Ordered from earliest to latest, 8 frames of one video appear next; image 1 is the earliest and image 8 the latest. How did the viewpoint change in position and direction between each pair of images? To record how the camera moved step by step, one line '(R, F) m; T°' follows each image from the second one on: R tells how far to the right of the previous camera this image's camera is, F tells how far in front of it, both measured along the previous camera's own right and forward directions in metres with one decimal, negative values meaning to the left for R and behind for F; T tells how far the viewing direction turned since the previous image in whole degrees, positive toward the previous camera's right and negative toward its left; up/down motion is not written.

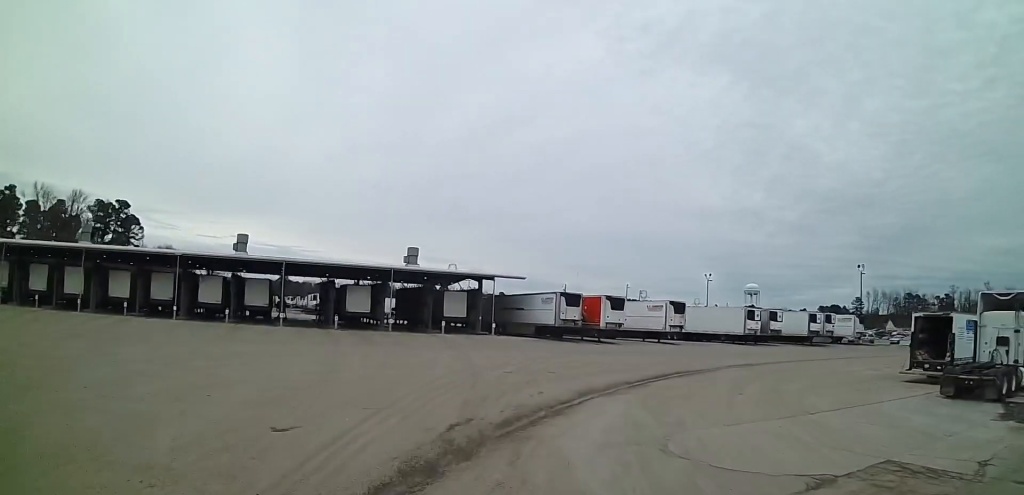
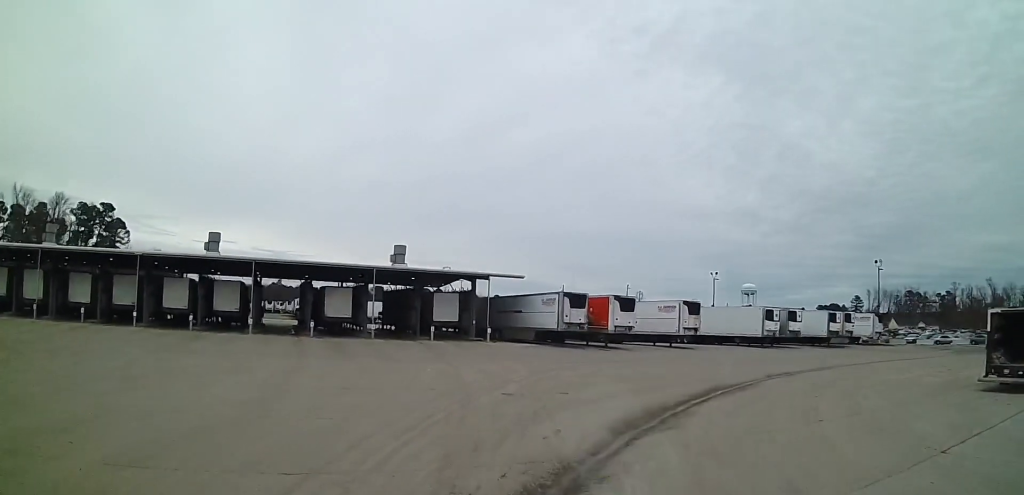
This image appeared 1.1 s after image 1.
(-0.5, +6.2) m; -5°
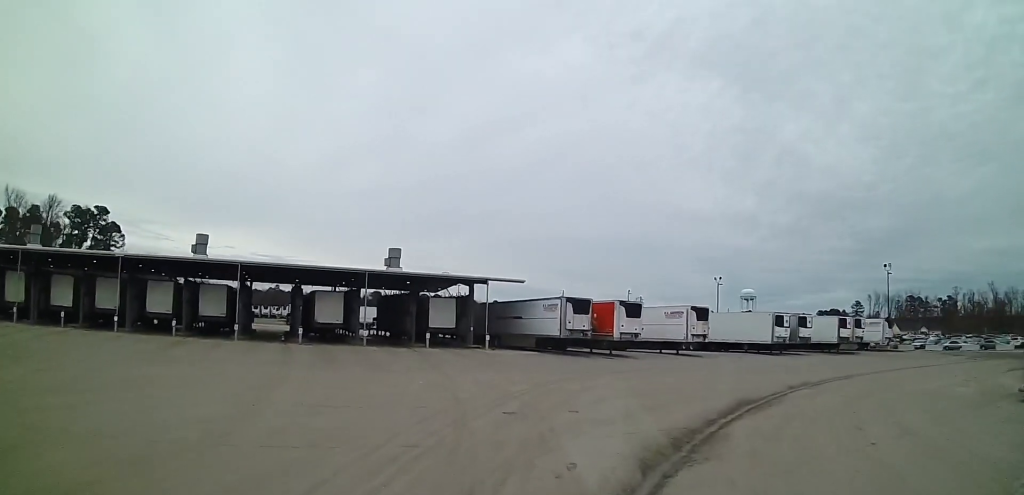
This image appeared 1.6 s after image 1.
(0.0, +2.7) m; -1°
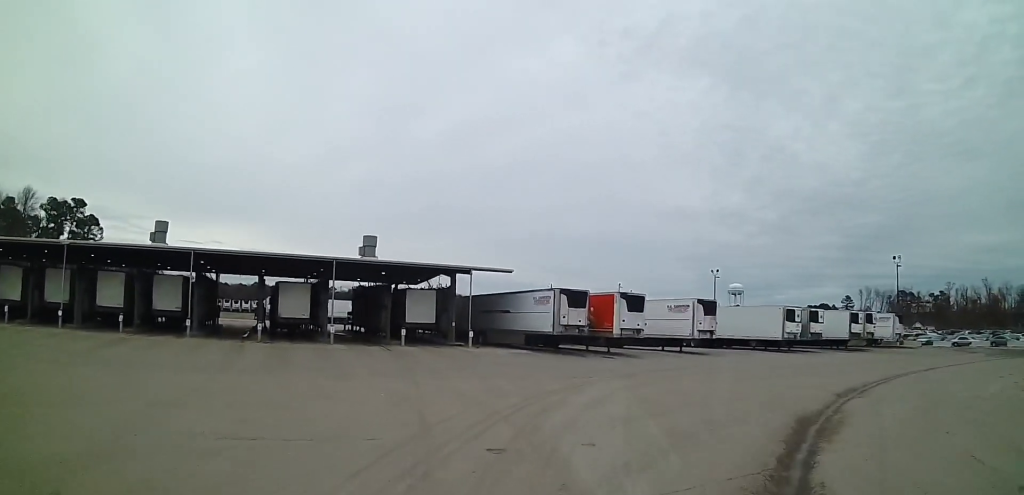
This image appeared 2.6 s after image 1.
(-0.1, +5.2) m; +1°
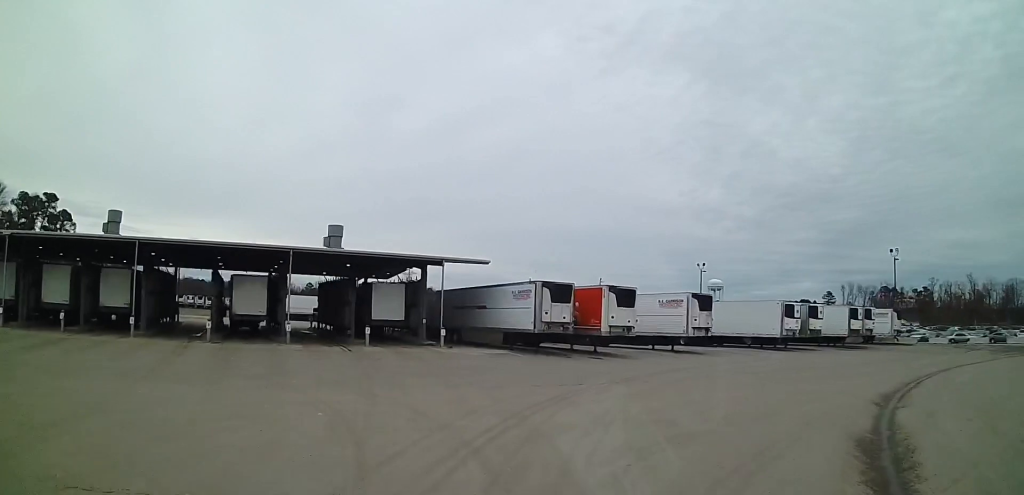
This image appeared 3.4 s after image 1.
(+0.1, +4.1) m; +4°
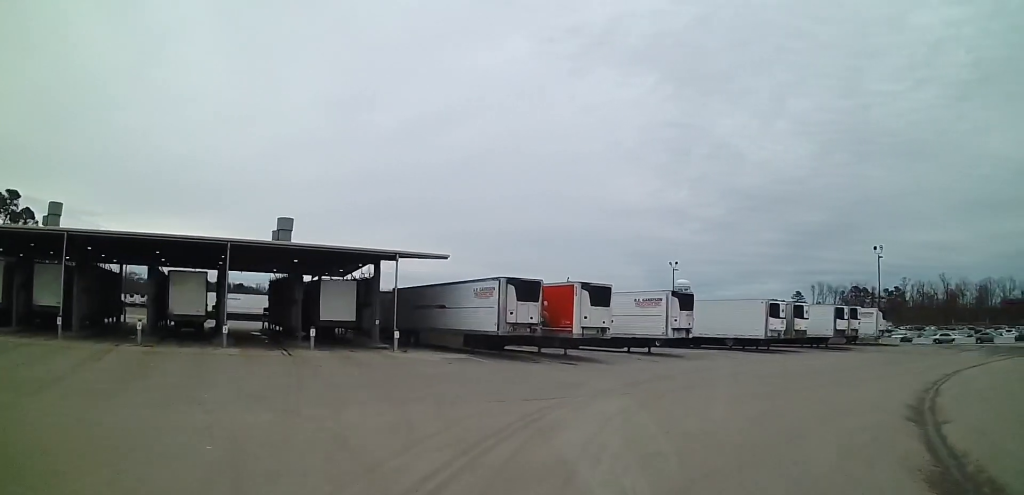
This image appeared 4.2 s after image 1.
(+0.2, +4.1) m; +5°
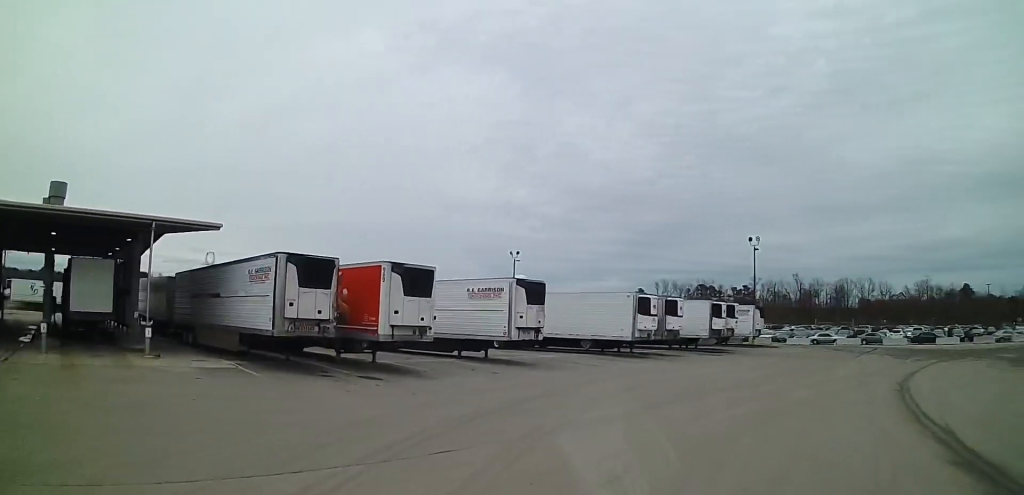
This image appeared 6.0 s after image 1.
(+0.7, +8.9) m; +15°
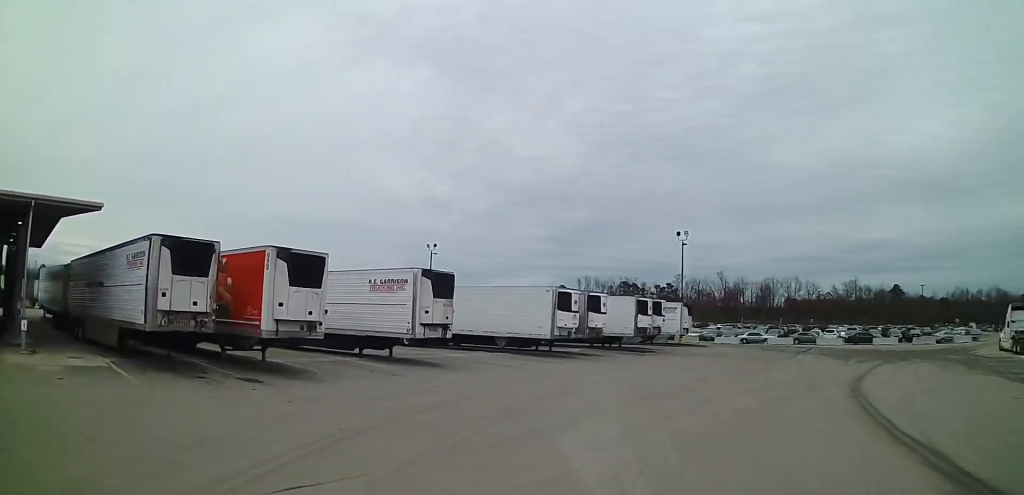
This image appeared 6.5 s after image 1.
(+0.4, +2.3) m; +5°
